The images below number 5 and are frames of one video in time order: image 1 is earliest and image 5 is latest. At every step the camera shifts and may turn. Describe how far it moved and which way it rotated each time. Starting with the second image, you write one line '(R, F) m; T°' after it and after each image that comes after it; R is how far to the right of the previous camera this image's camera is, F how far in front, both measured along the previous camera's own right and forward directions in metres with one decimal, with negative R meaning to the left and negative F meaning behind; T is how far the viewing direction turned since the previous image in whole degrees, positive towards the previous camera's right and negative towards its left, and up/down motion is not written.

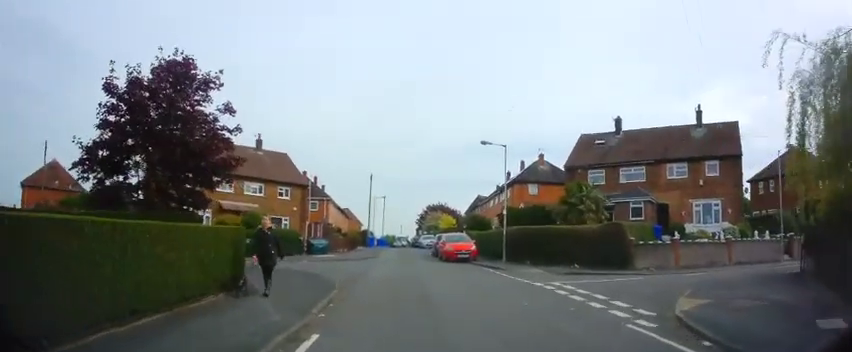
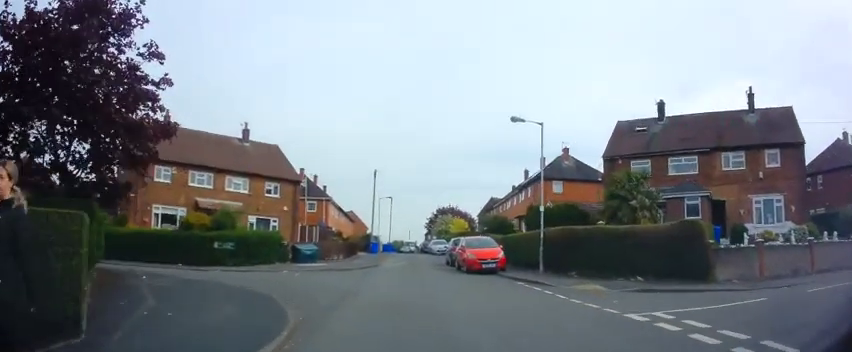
(-0.2, +5.7) m; -4°
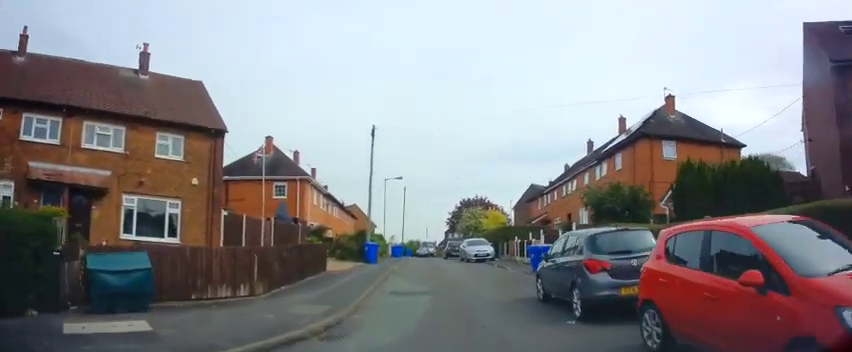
(-0.5, +17.6) m; 0°
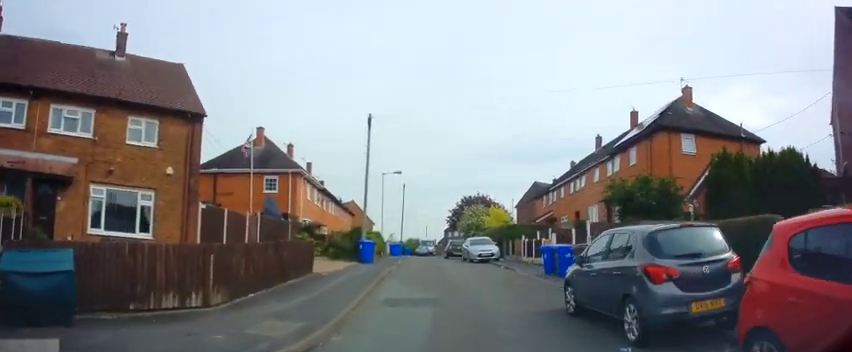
(+0.1, +2.2) m; +2°
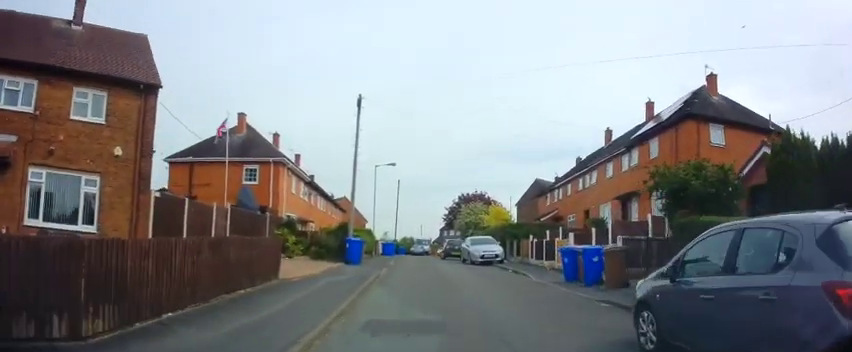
(+0.1, +3.3) m; +1°
